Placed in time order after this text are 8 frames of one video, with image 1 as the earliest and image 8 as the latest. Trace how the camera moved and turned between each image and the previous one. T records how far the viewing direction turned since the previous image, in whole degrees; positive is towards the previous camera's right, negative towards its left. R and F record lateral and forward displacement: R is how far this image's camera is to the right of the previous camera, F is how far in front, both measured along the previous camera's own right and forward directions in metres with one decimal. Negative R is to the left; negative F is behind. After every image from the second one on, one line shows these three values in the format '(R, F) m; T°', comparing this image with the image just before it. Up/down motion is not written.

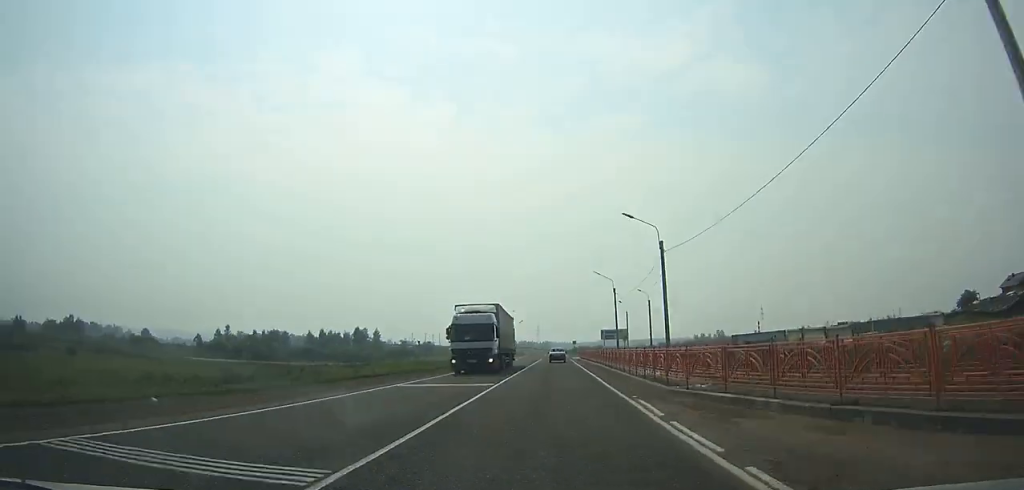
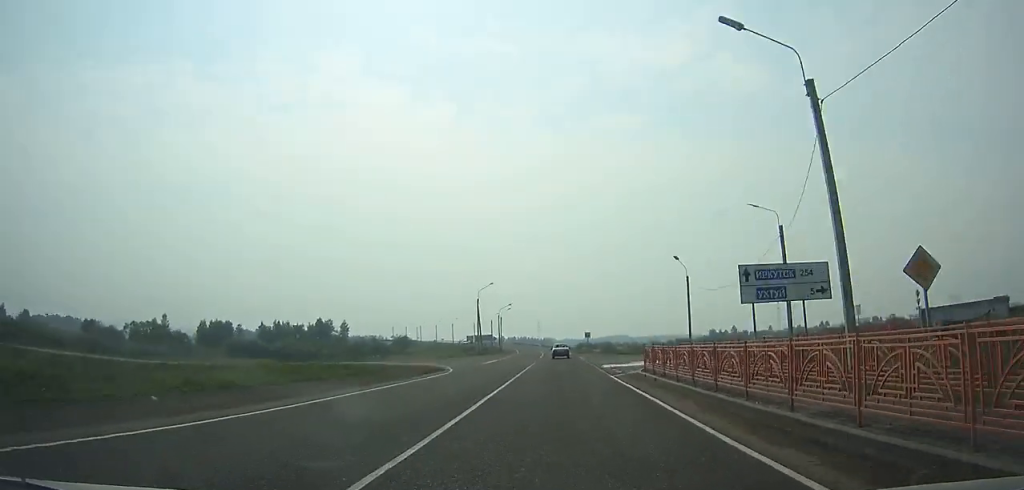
(-0.3, +50.4) m; -1°
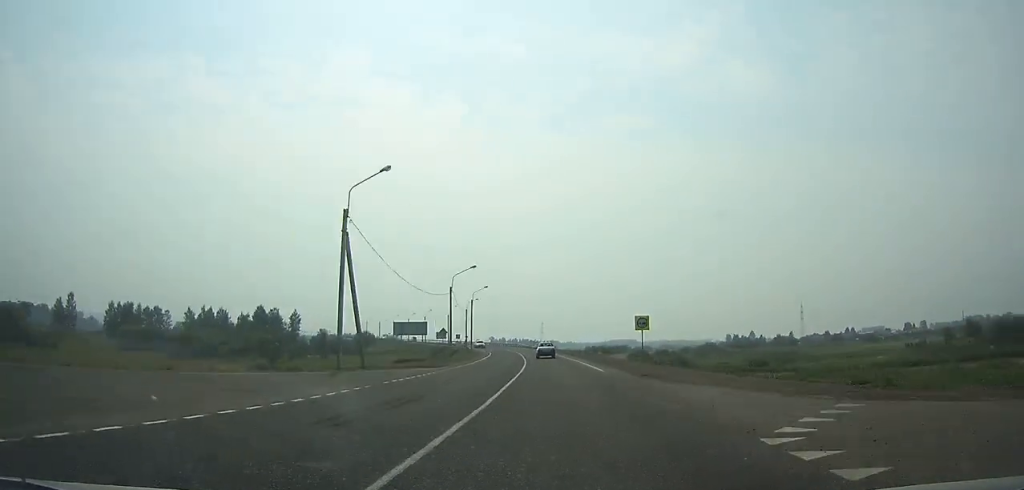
(-0.3, +57.0) m; -2°
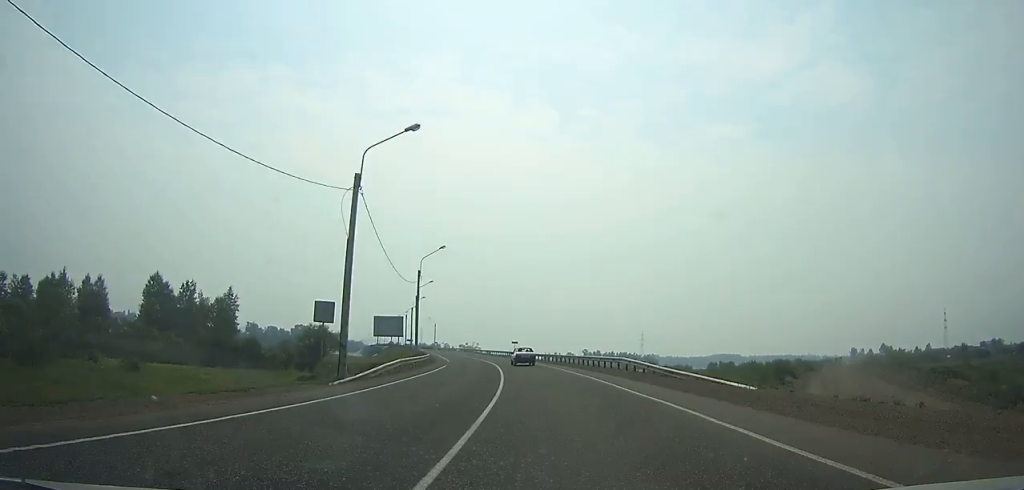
(-4.4, +97.8) m; -9°
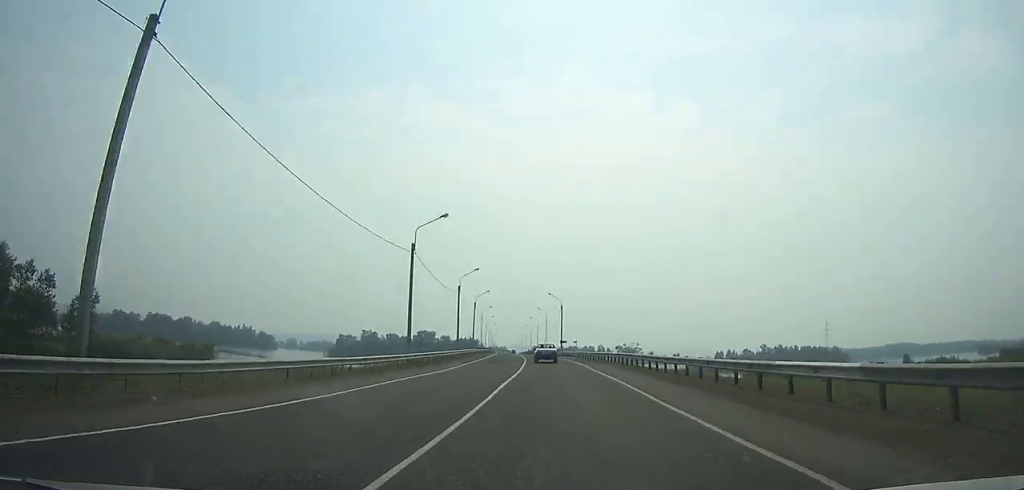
(-13.0, +104.4) m; -12°
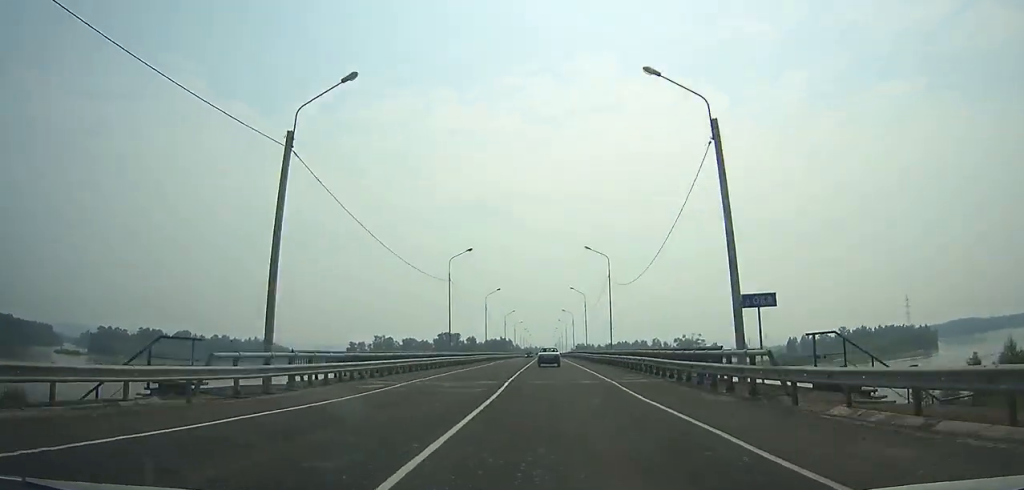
(-4.7, +80.6) m; -5°
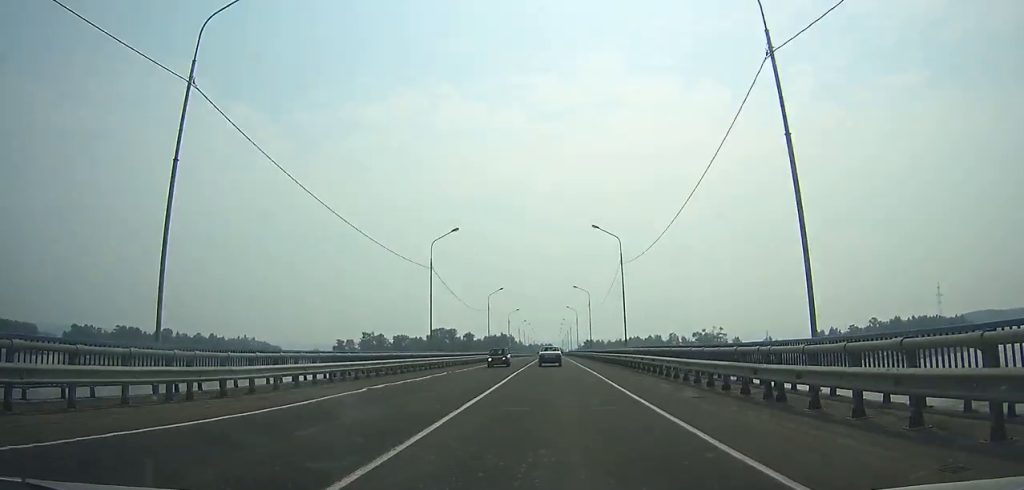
(-0.5, +41.2) m; -1°
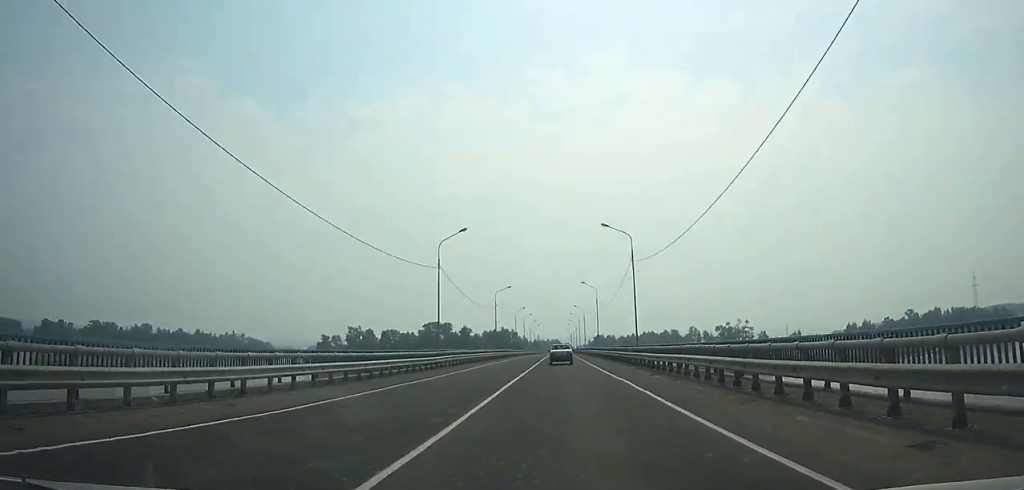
(-0.3, +43.2) m; 0°
